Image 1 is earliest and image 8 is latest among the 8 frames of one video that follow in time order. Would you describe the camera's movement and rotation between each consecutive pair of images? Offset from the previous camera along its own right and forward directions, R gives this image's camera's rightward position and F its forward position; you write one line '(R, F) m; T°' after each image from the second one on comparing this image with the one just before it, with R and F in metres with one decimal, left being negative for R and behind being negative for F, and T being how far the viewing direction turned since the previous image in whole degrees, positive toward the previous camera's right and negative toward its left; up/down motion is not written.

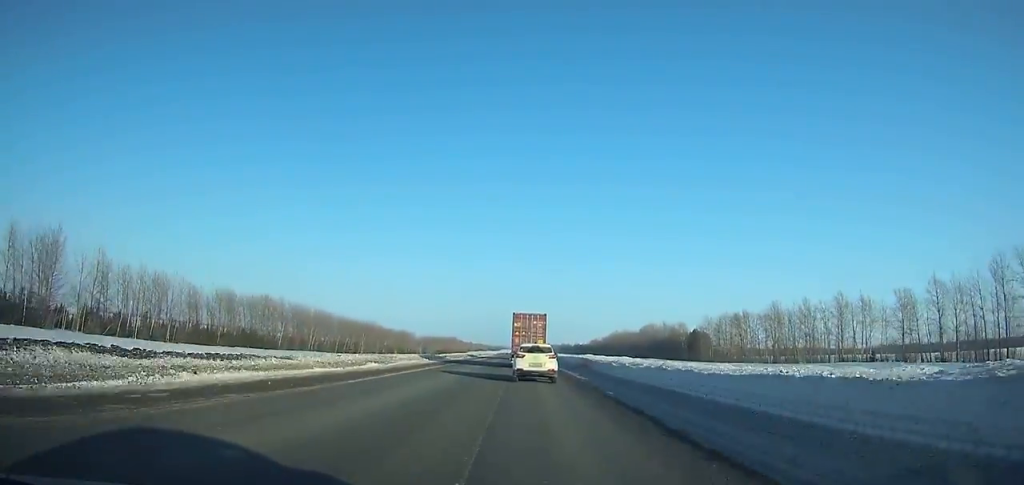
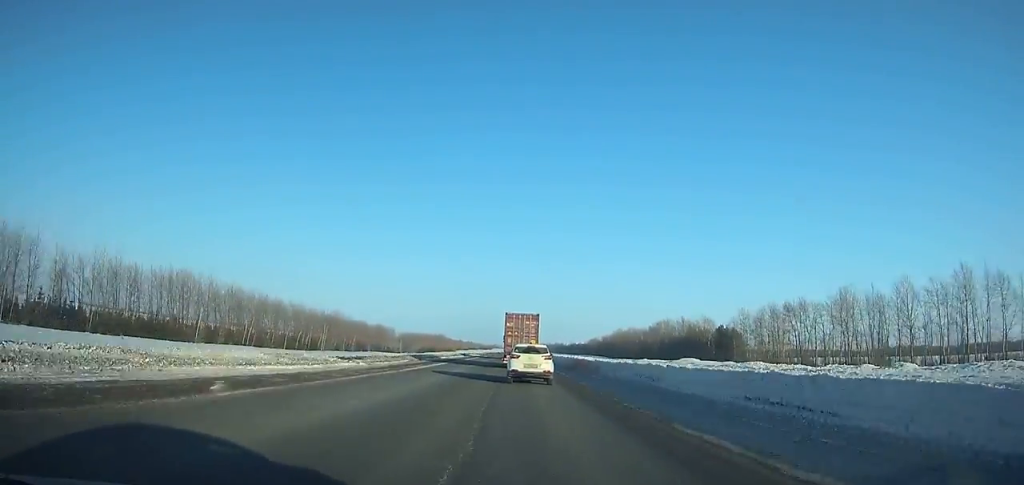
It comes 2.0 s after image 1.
(-0.1, +40.0) m; 0°
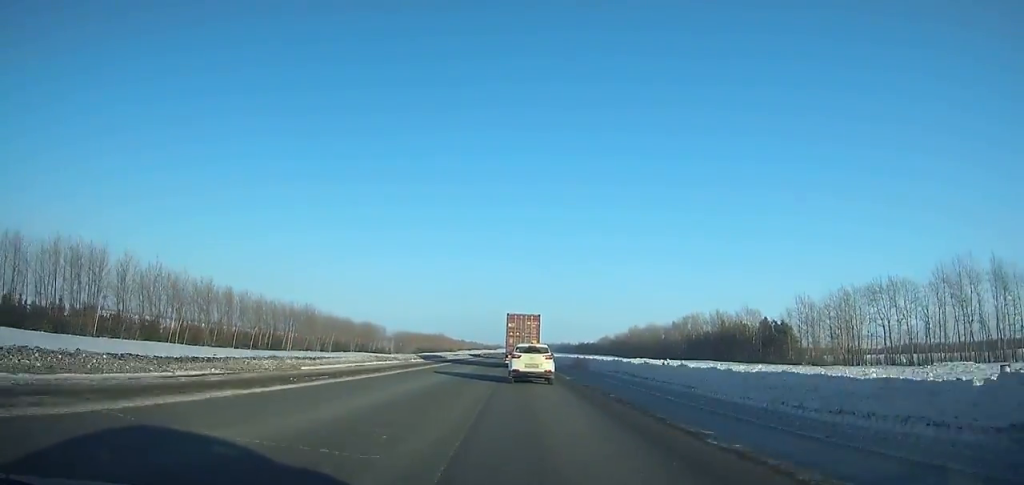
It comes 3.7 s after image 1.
(0.0, +33.7) m; 0°
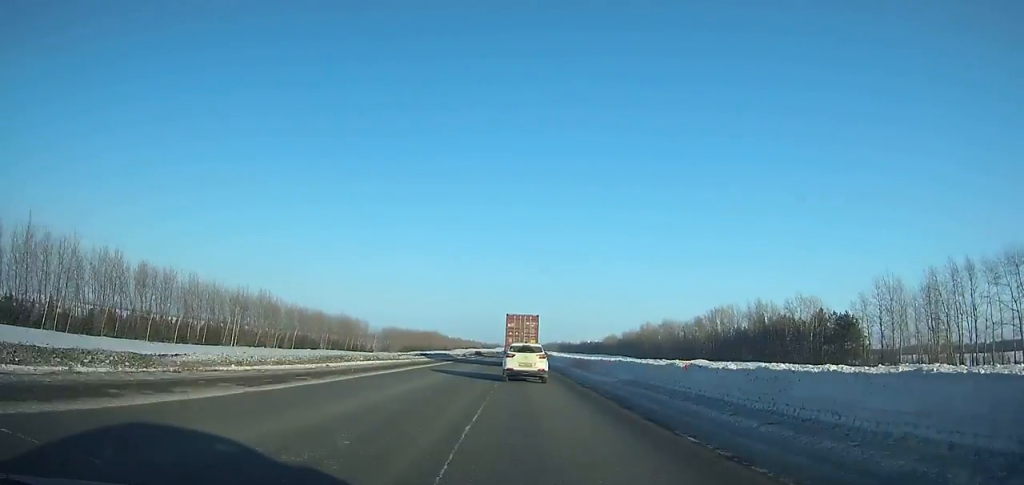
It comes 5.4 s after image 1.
(0.0, +33.5) m; 0°
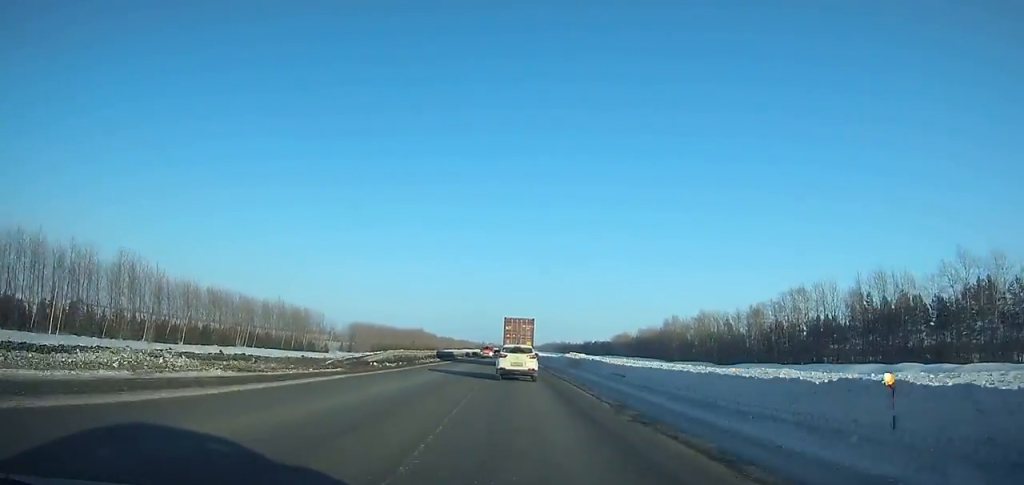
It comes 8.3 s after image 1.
(+0.3, +57.1) m; 0°
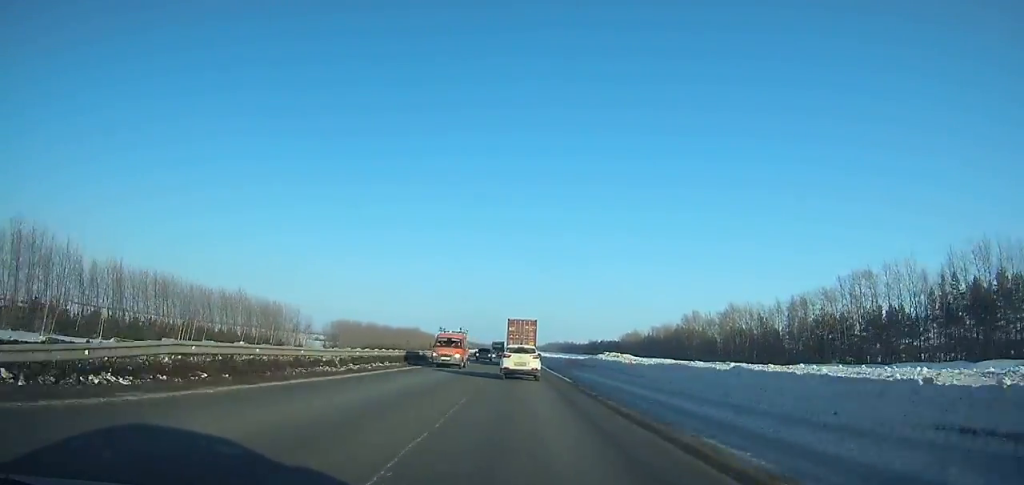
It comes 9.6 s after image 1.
(0.0, +25.8) m; 0°
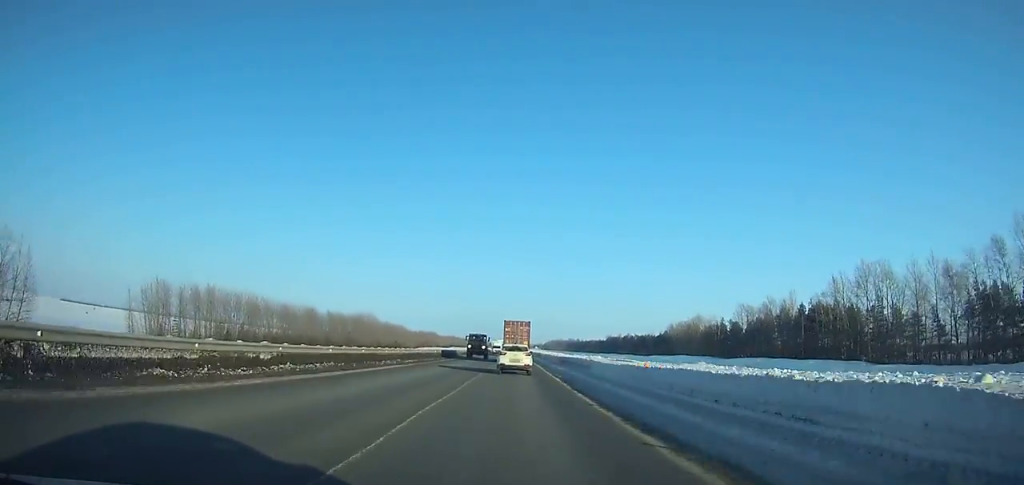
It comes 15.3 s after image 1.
(0.0, +114.9) m; 0°
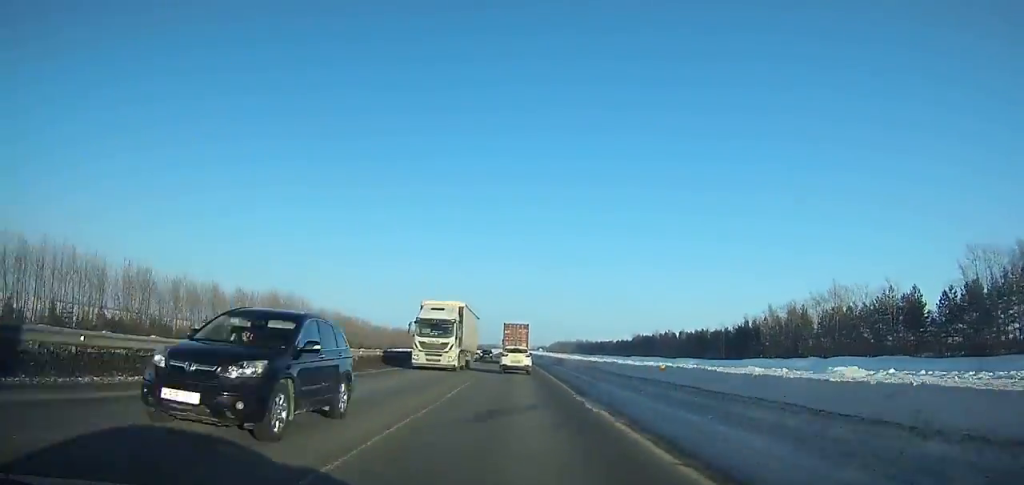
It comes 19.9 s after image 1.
(-0.3, +95.8) m; 0°
